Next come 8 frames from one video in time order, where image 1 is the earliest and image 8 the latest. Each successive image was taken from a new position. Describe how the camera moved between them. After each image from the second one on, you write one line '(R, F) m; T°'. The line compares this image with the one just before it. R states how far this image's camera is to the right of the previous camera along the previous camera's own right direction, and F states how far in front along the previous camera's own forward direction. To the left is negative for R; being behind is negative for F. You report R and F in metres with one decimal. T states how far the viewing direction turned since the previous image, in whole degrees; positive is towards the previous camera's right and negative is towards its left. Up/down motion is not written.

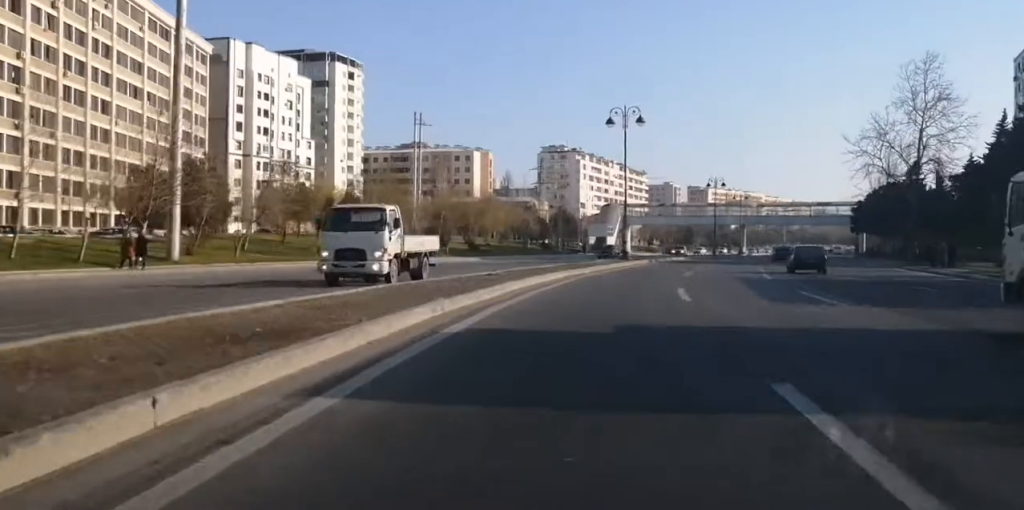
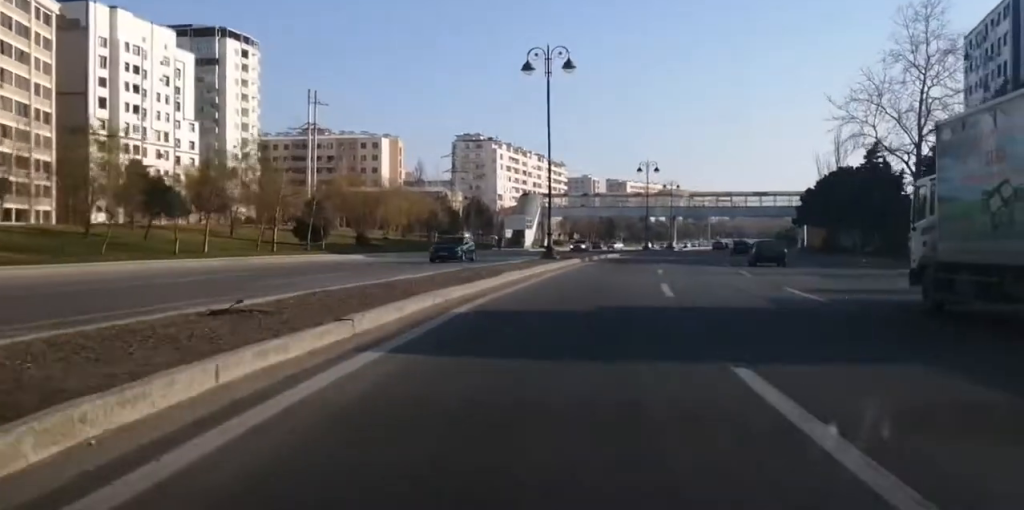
(+0.6, +18.0) m; +4°
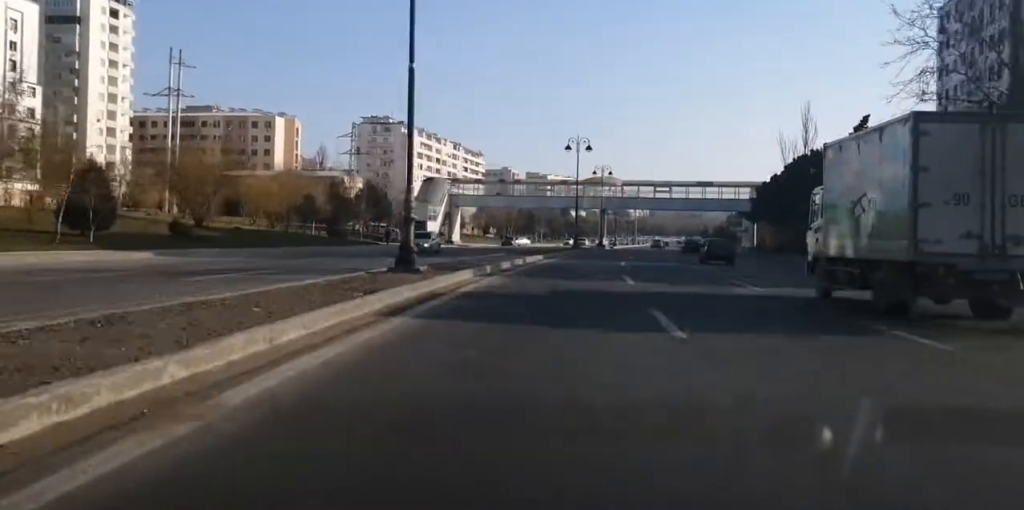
(+1.2, +22.3) m; +4°
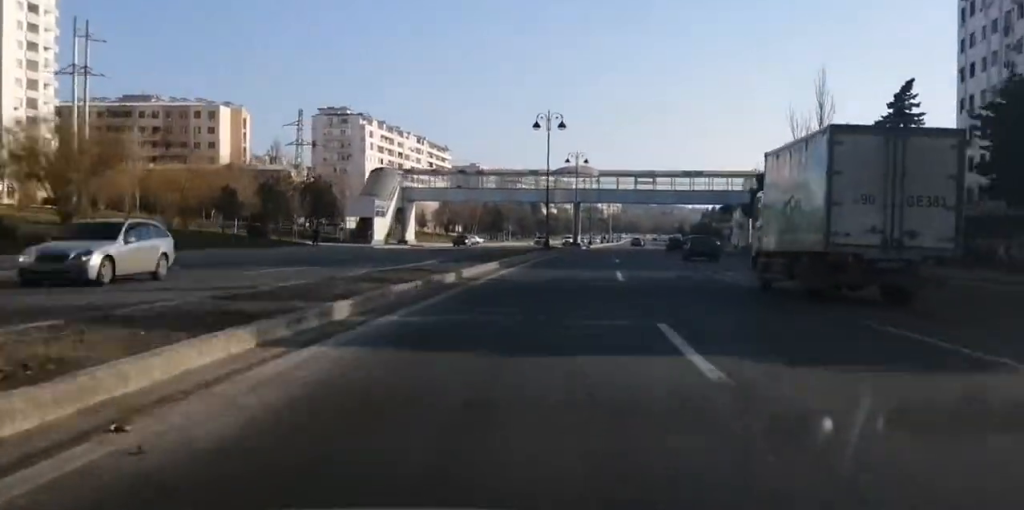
(+0.3, +15.7) m; +1°
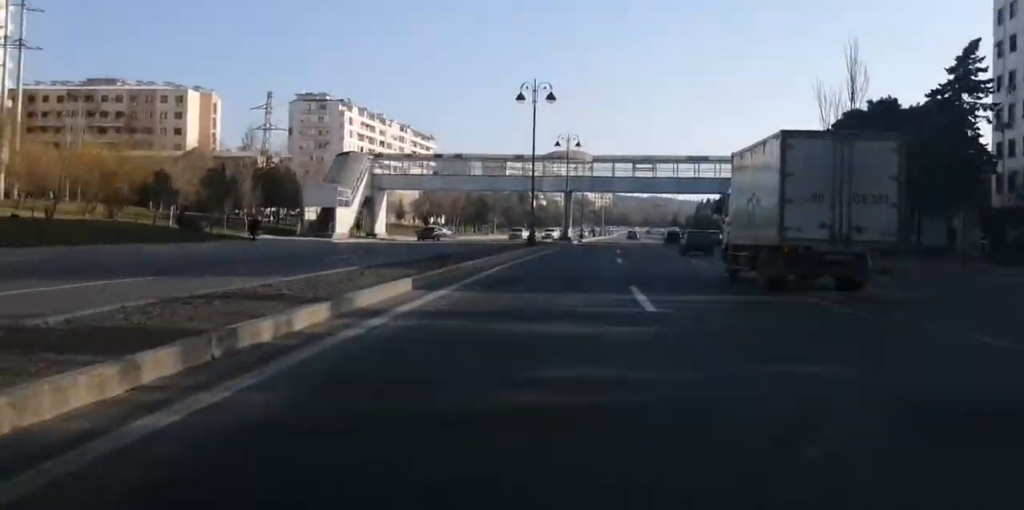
(+0.1, +10.7) m; +1°
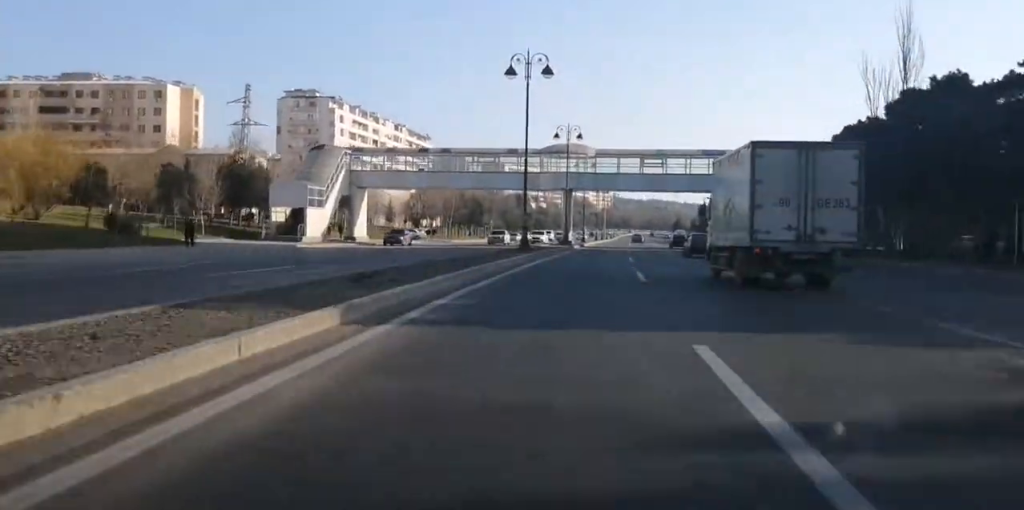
(0.0, +10.2) m; +2°
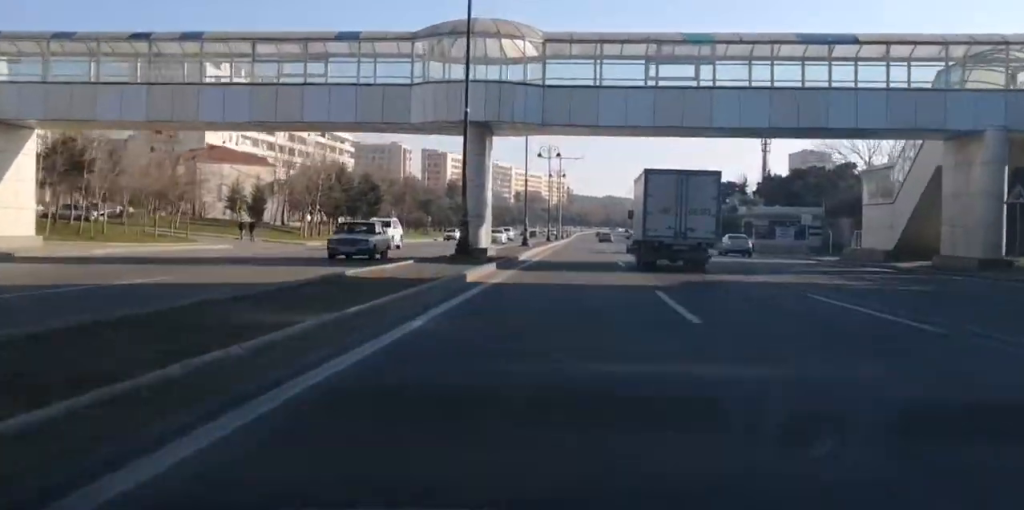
(+1.5, +49.2) m; +3°
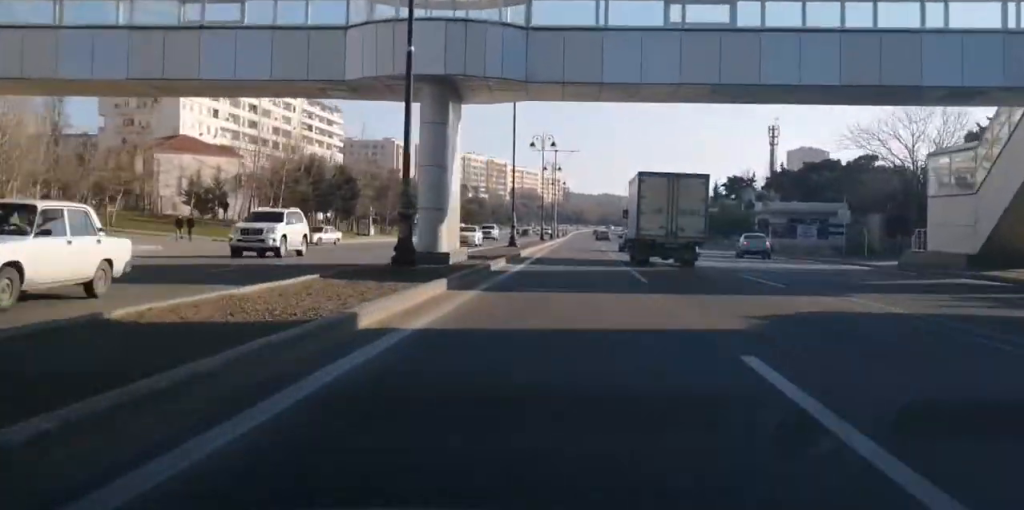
(+0.3, +9.9) m; +1°
